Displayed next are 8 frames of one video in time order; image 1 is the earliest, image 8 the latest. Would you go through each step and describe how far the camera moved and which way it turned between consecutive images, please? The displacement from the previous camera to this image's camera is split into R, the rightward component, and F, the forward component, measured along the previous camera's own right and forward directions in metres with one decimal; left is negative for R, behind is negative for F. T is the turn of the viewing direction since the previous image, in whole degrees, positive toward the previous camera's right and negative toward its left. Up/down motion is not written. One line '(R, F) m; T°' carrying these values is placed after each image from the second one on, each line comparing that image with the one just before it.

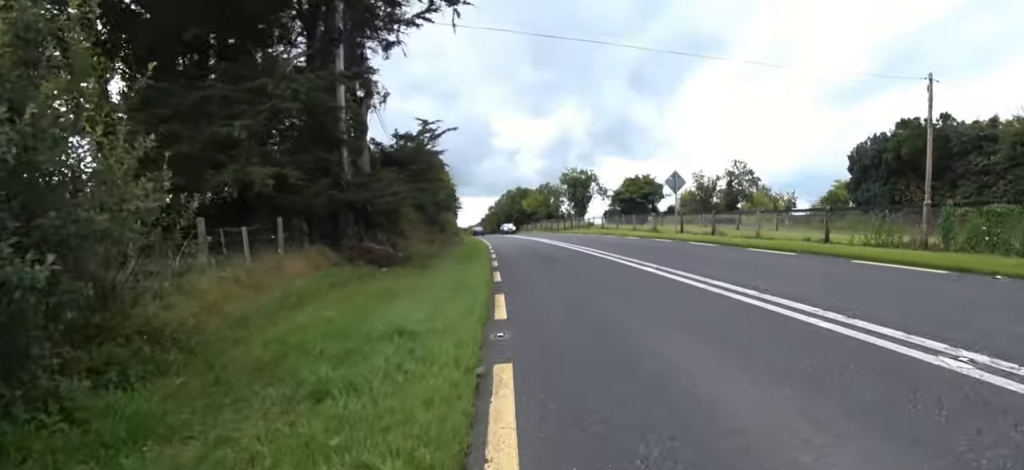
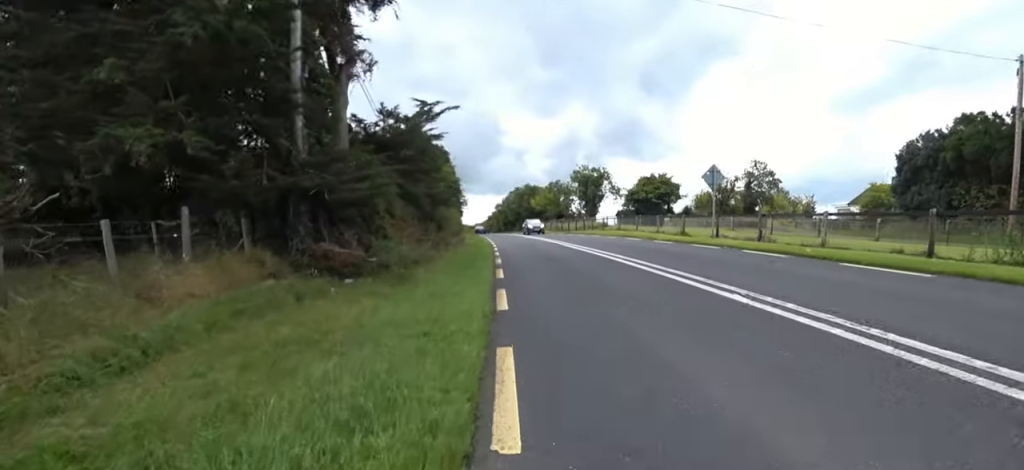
(0.0, +3.3) m; -5°
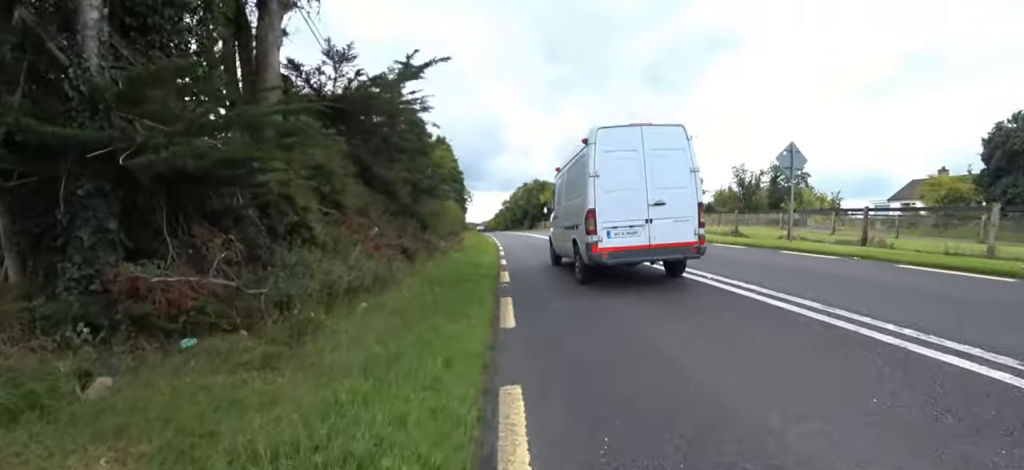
(-0.5, +5.3) m; -7°
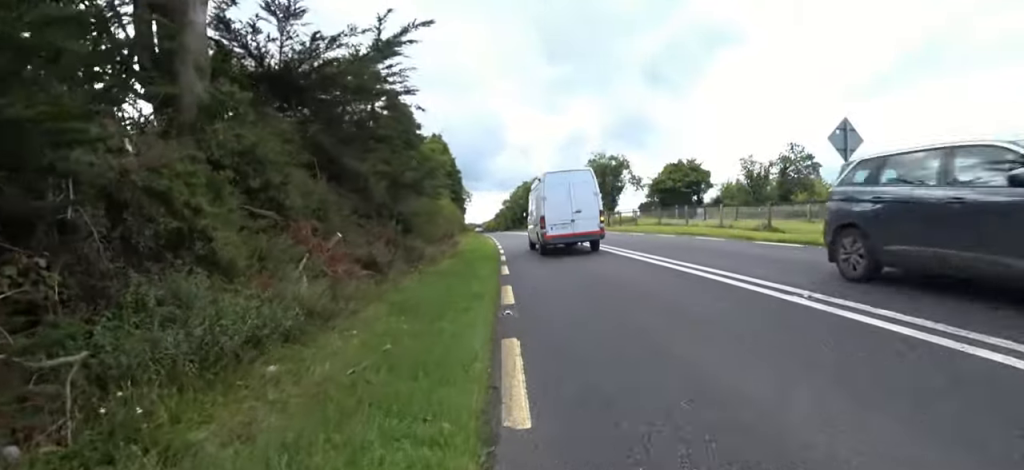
(-0.1, +2.6) m; -1°
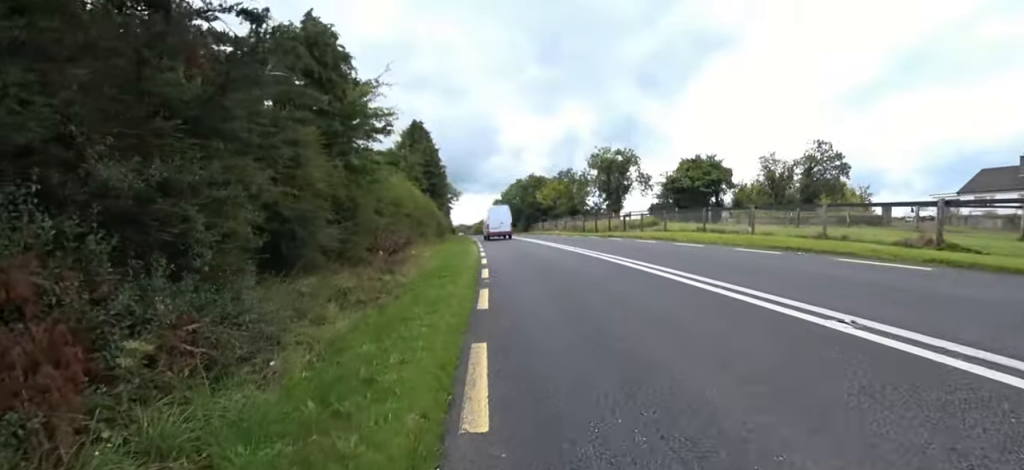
(+0.6, +8.2) m; +8°
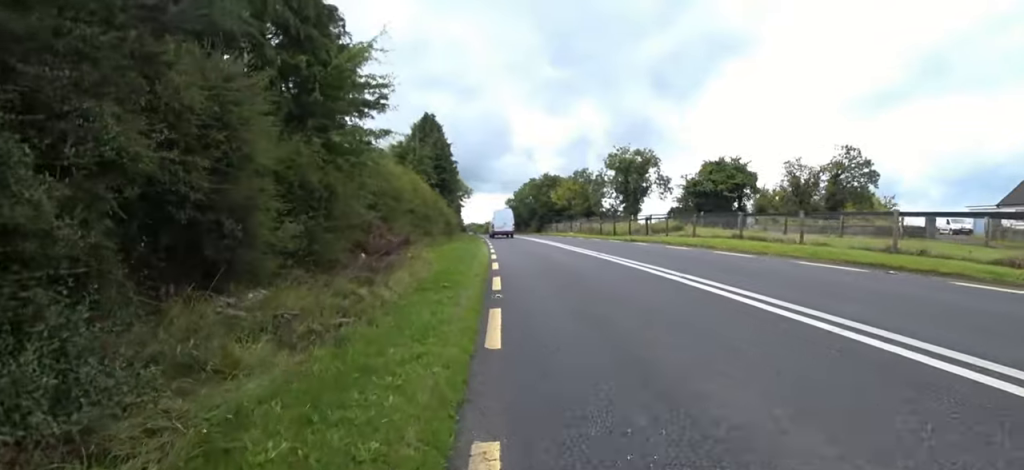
(+0.3, +2.2) m; +1°
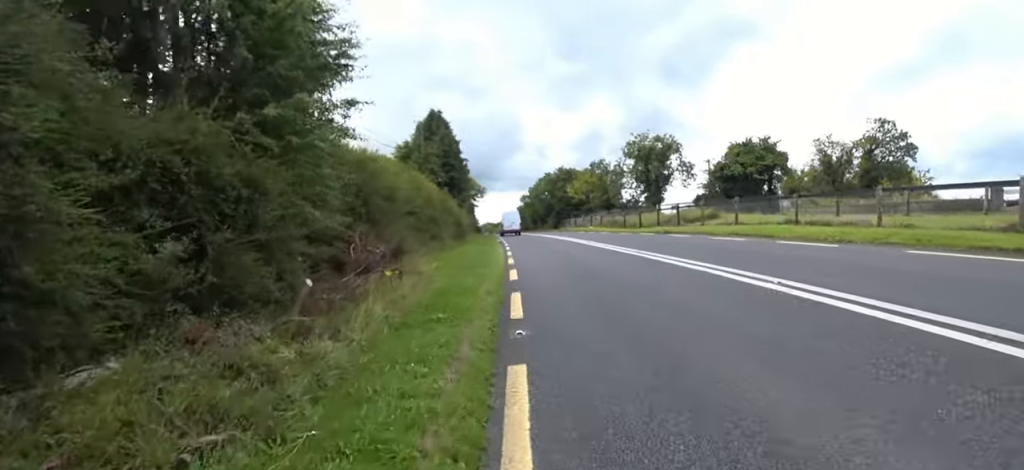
(-0.2, +2.8) m; -2°
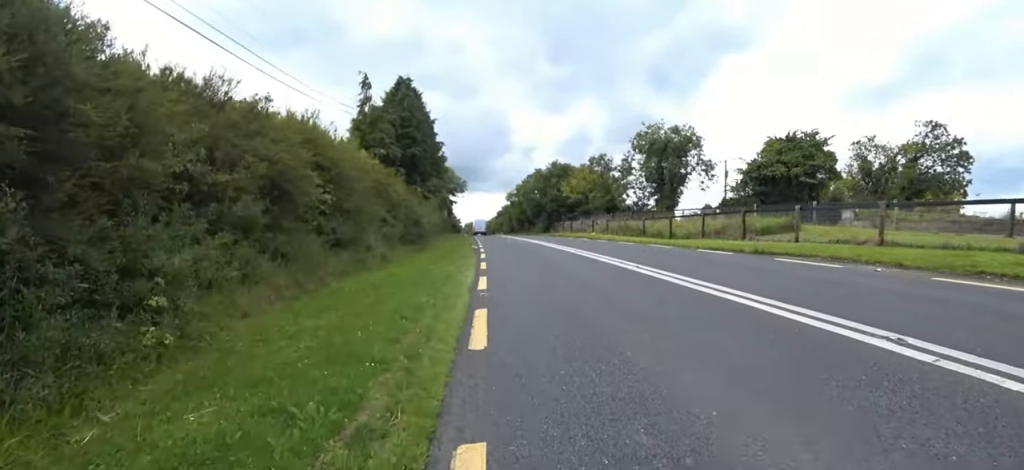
(-0.2, +9.7) m; -1°
